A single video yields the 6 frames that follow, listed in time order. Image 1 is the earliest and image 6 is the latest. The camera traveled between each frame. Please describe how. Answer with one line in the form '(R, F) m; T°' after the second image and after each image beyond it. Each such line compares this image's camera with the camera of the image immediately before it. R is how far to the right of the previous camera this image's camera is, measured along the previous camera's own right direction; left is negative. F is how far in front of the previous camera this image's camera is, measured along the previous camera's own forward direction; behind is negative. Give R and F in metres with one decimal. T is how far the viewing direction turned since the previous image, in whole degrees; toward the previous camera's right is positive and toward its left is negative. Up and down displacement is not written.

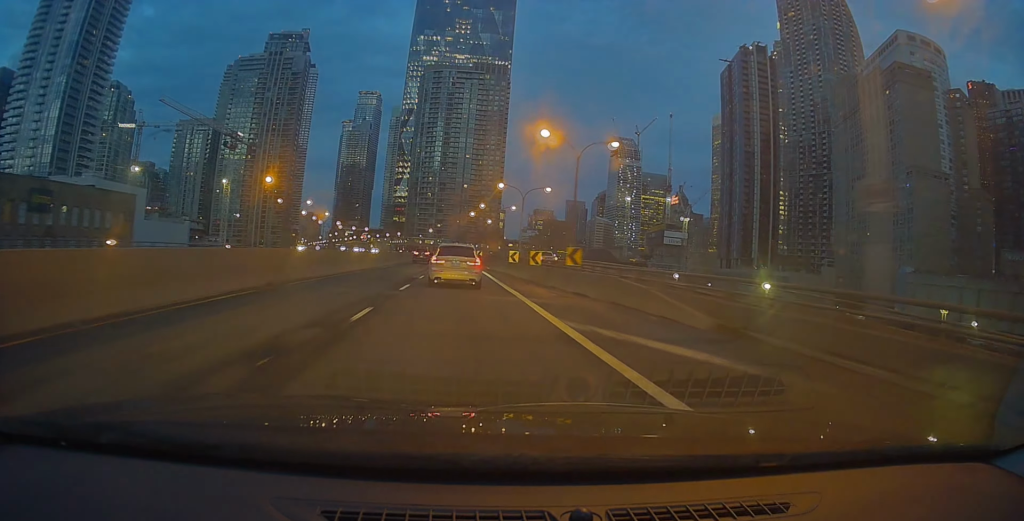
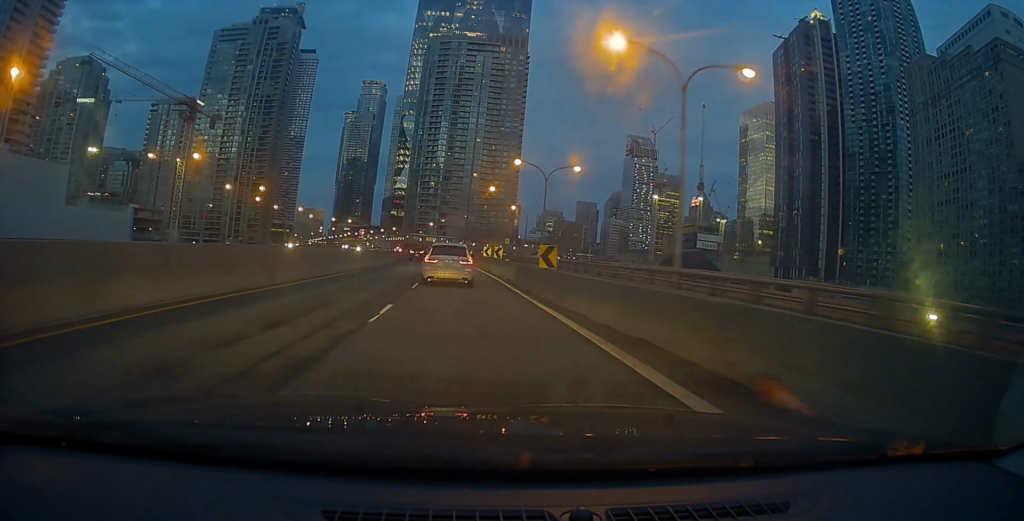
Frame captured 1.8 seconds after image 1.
(-1.3, +44.5) m; -1°
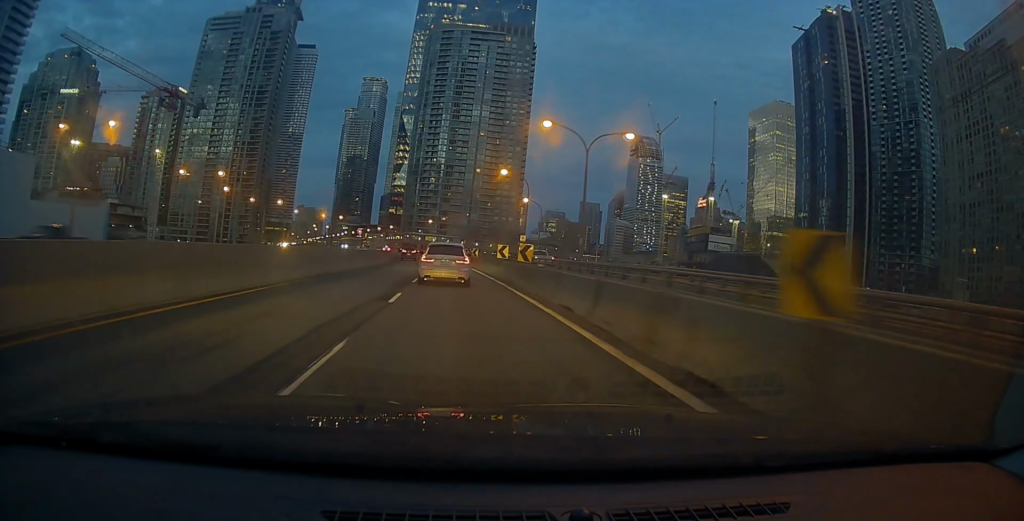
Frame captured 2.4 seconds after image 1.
(+0.3, +14.4) m; 0°
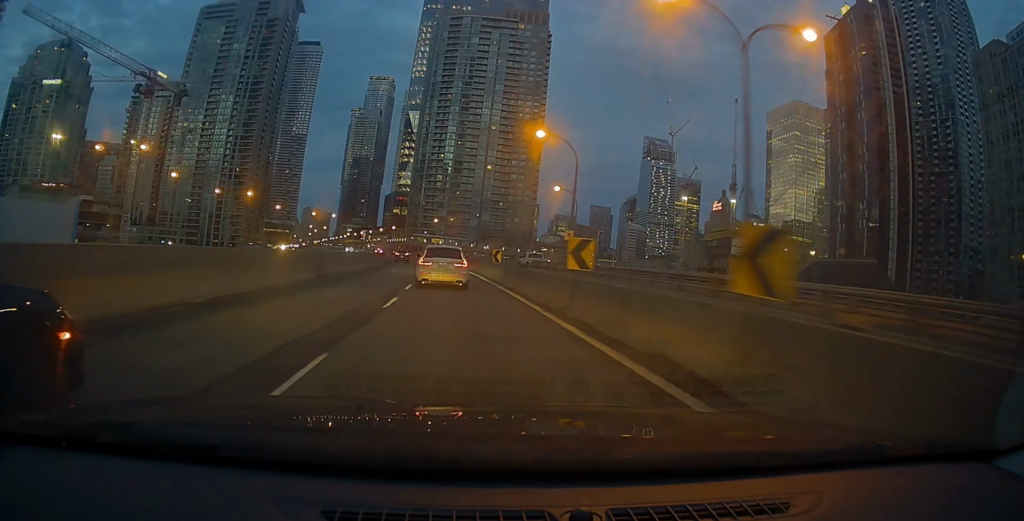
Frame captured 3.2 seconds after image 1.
(+0.1, +18.4) m; 0°
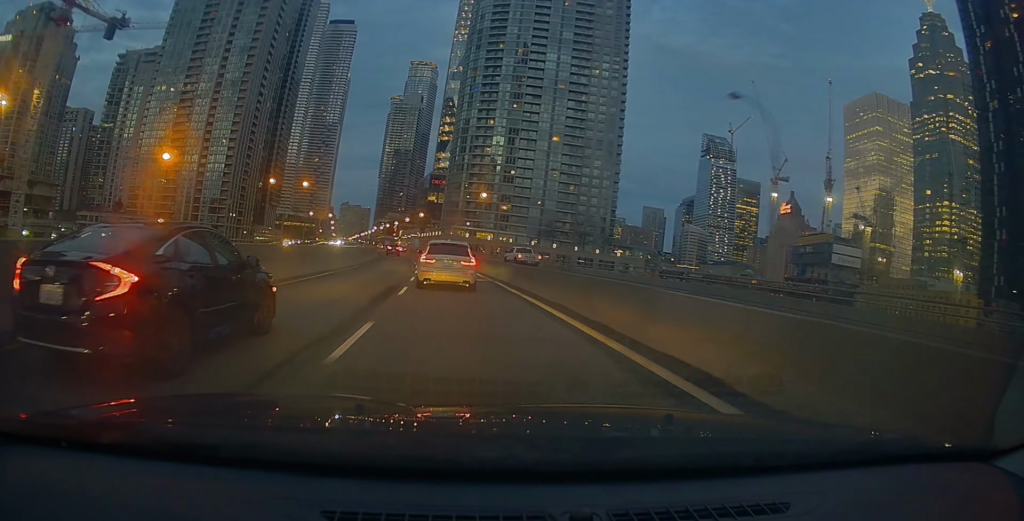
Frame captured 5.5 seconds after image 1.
(-0.4, +55.9) m; -3°
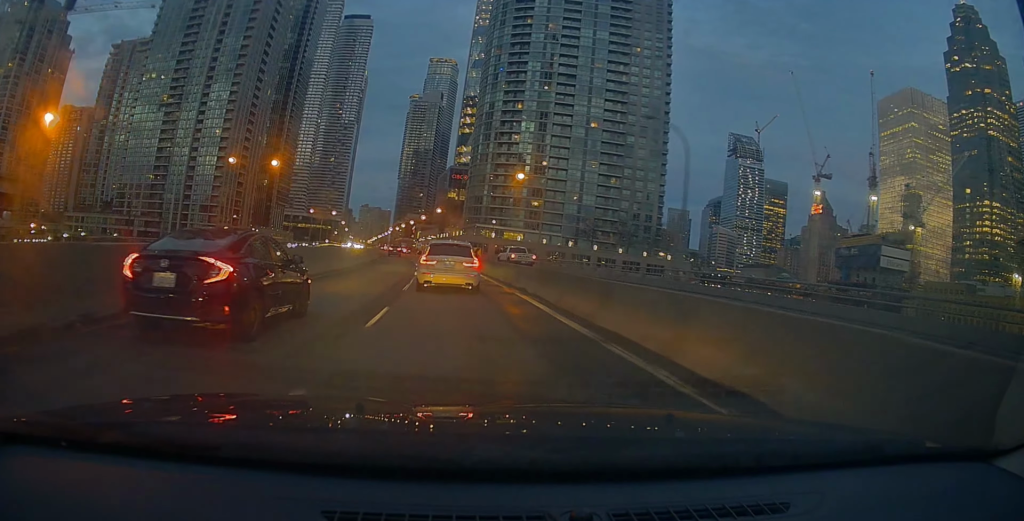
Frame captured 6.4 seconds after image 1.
(-0.8, +21.4) m; -3°
